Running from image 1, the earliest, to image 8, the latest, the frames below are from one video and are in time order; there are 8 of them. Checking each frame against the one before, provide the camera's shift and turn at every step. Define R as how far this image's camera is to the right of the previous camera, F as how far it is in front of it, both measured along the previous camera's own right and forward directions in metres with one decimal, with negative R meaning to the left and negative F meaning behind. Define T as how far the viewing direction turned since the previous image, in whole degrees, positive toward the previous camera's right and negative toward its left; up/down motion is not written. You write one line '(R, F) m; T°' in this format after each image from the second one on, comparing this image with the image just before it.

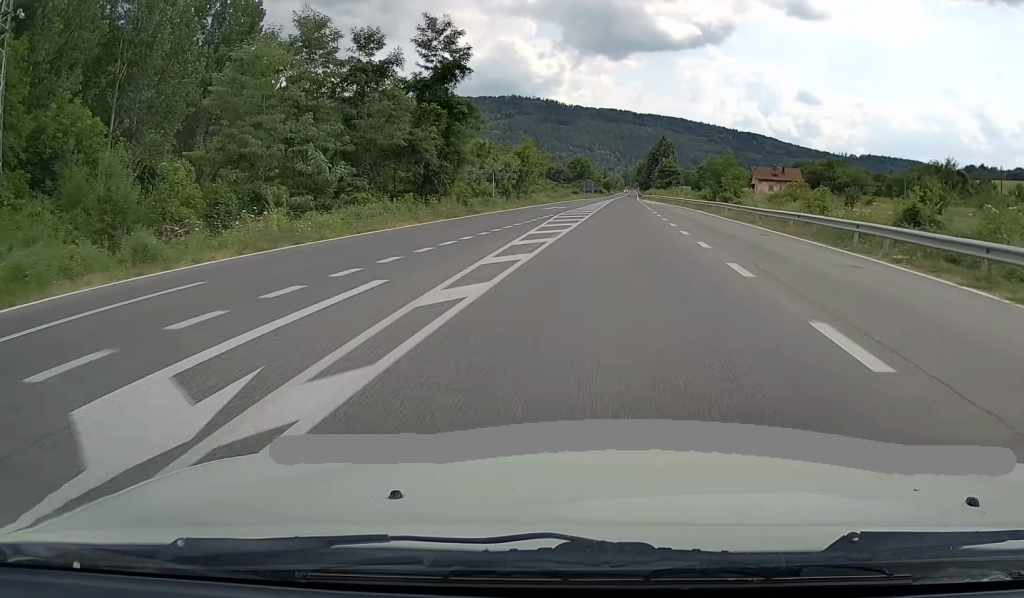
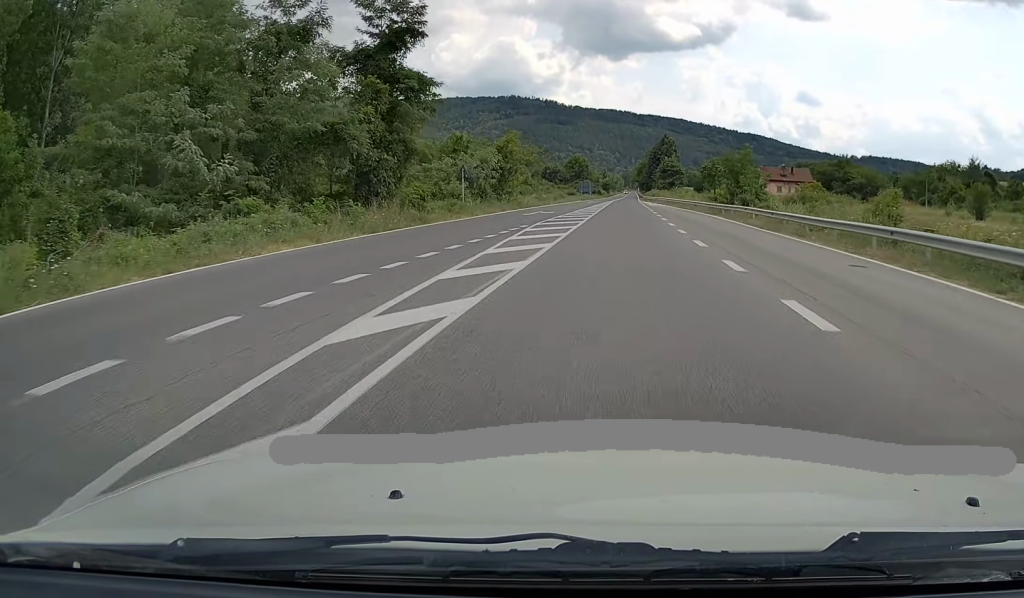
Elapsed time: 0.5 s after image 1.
(-0.1, +10.3) m; 0°
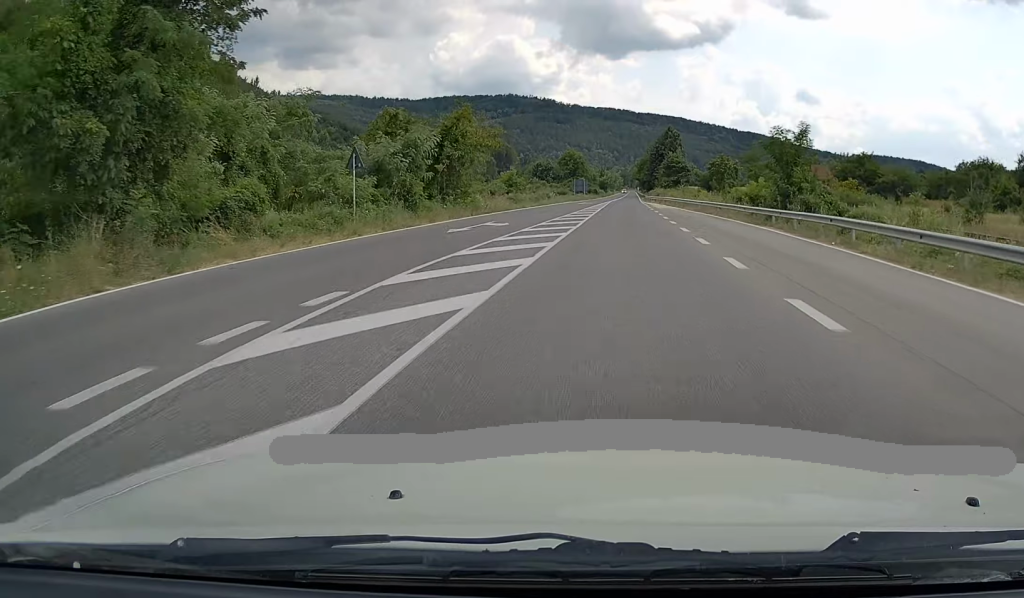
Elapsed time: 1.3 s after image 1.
(-0.1, +17.8) m; 0°
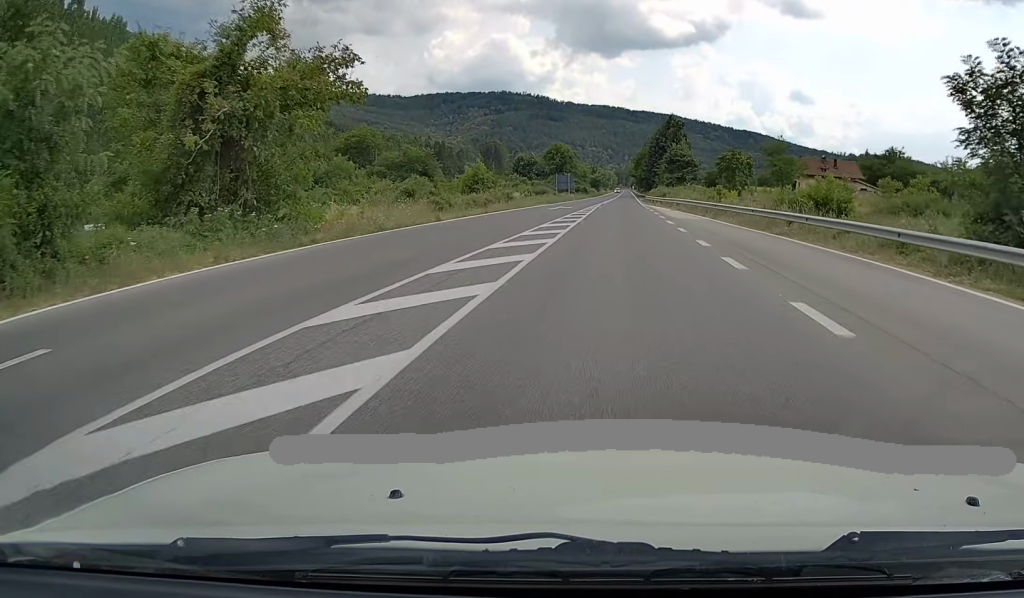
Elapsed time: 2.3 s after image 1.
(+0.1, +23.7) m; +1°
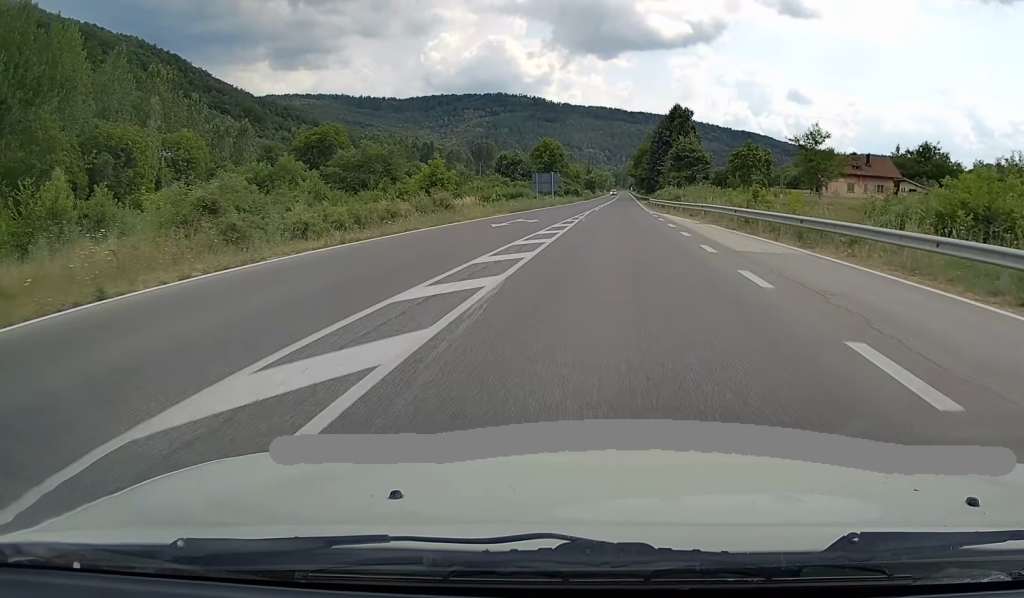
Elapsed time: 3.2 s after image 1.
(+0.1, +20.0) m; 0°
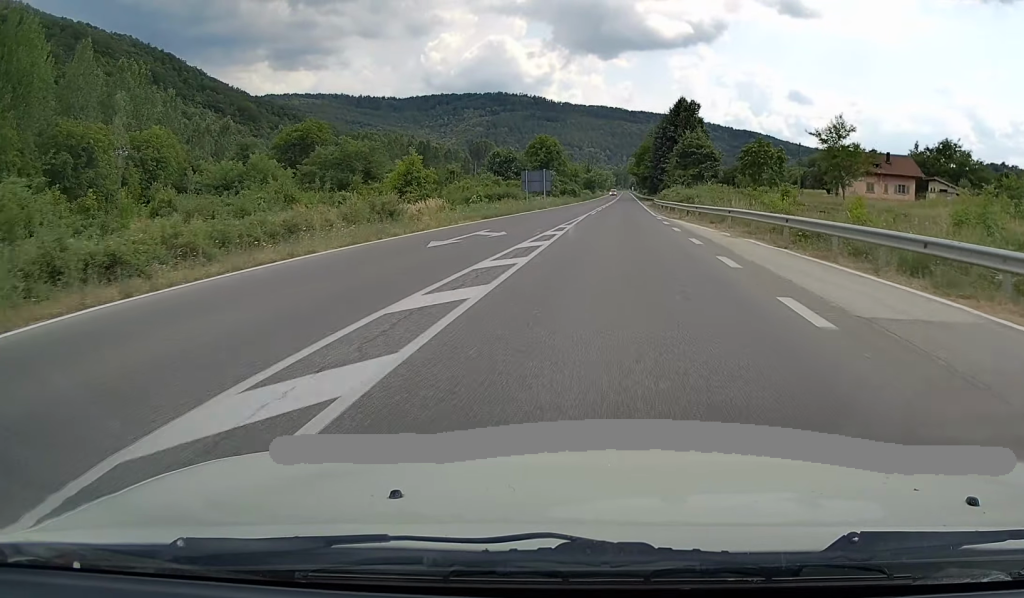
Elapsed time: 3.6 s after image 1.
(0.0, +8.9) m; 0°
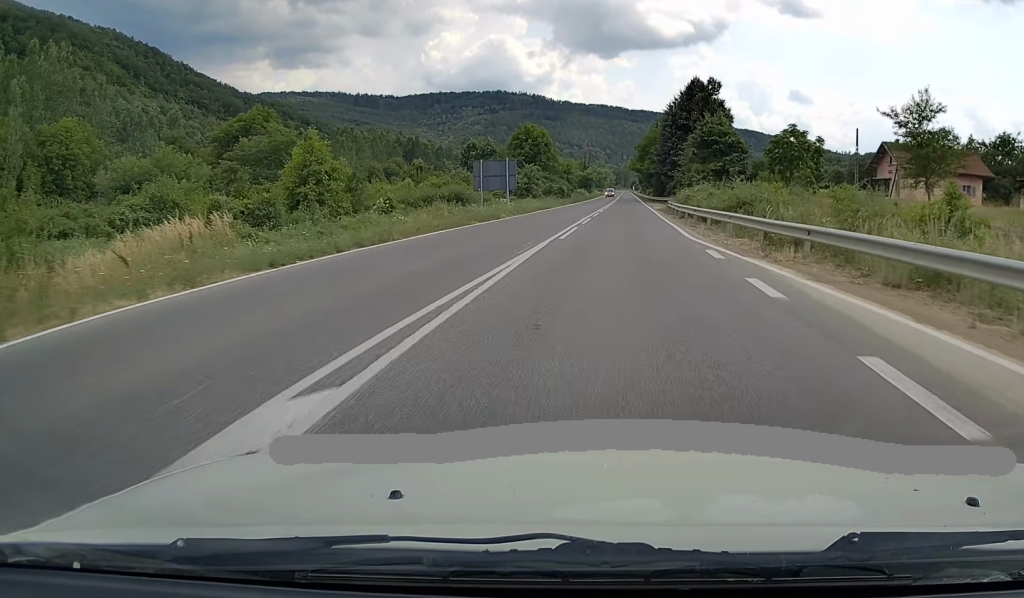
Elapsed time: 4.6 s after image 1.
(0.0, +21.6) m; 0°
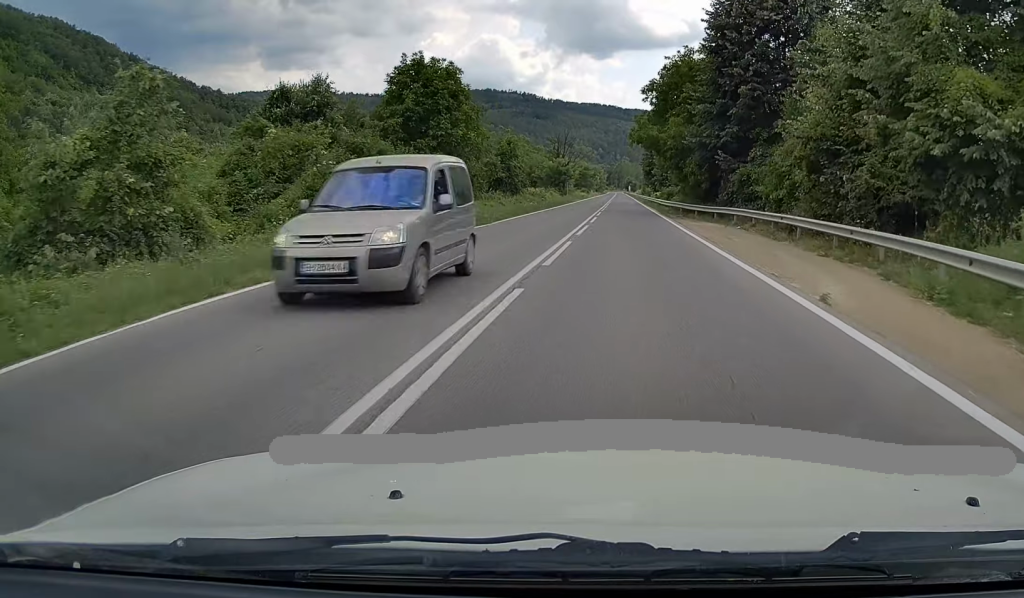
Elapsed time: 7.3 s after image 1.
(+0.3, +60.7) m; 0°
